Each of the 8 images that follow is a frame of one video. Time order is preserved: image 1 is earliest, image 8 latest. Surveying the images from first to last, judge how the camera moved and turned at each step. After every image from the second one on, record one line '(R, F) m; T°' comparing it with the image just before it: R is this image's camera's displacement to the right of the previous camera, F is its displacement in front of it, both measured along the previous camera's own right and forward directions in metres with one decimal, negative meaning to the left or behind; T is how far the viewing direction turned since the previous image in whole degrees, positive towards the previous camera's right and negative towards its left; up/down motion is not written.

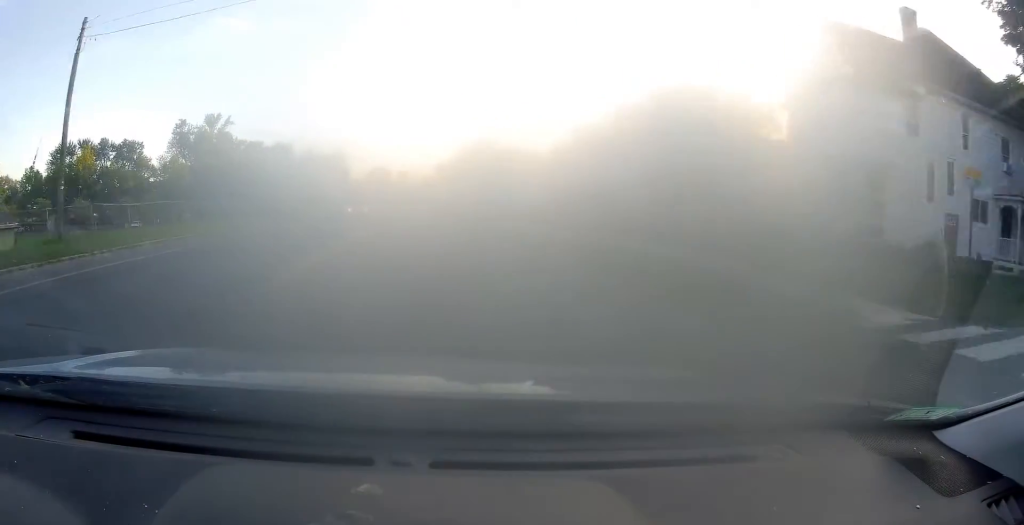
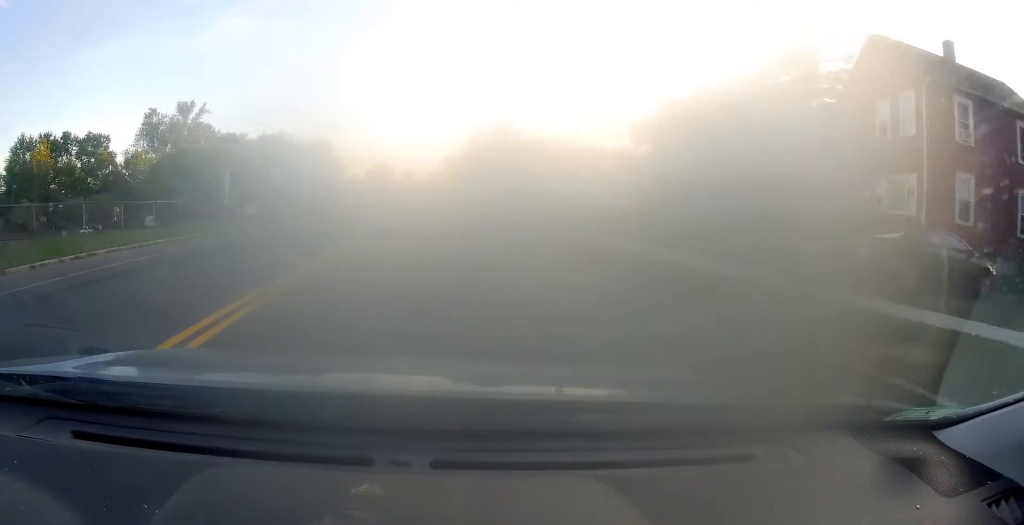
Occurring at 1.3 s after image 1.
(0.0, +23.1) m; -1°
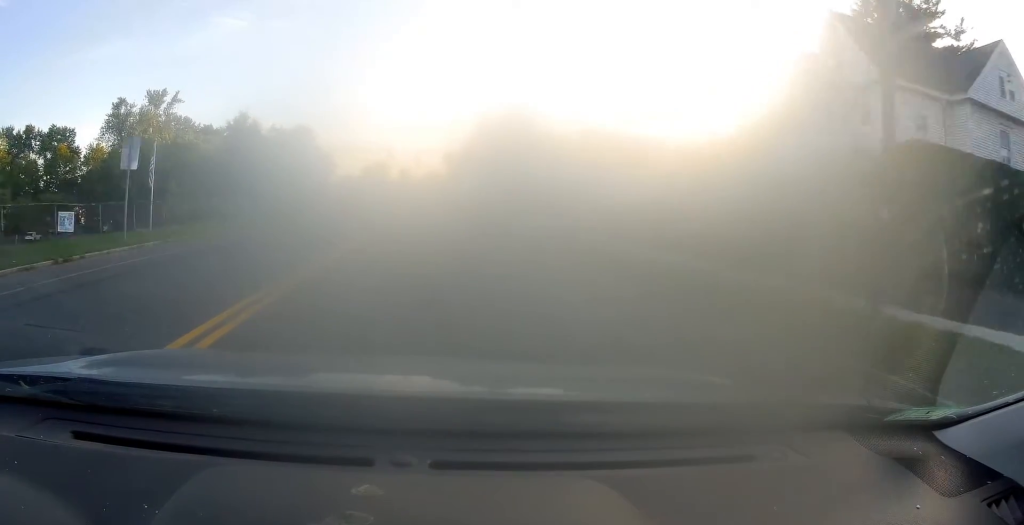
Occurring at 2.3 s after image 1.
(-0.2, +17.2) m; 0°
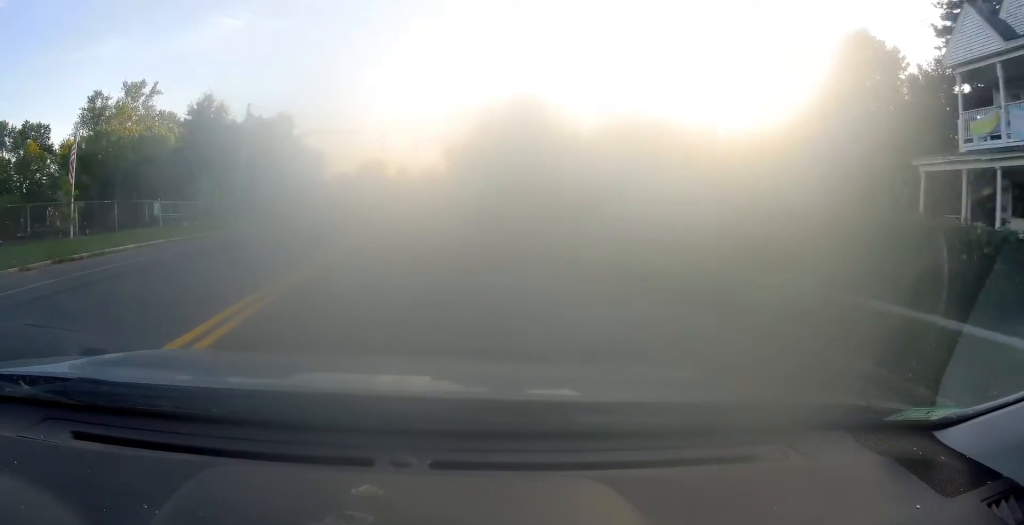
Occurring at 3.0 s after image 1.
(0.0, +10.8) m; 0°
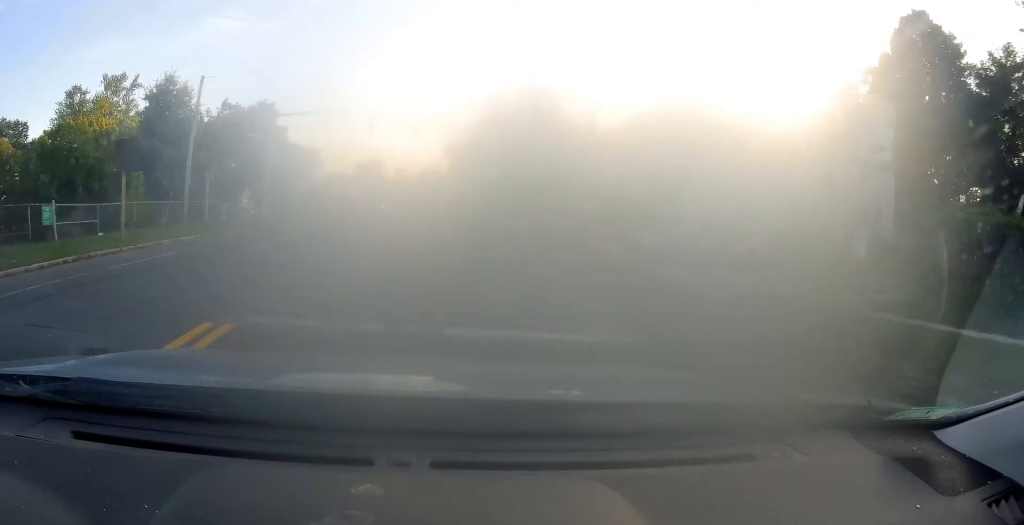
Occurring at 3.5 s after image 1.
(+0.1, +9.0) m; 0°
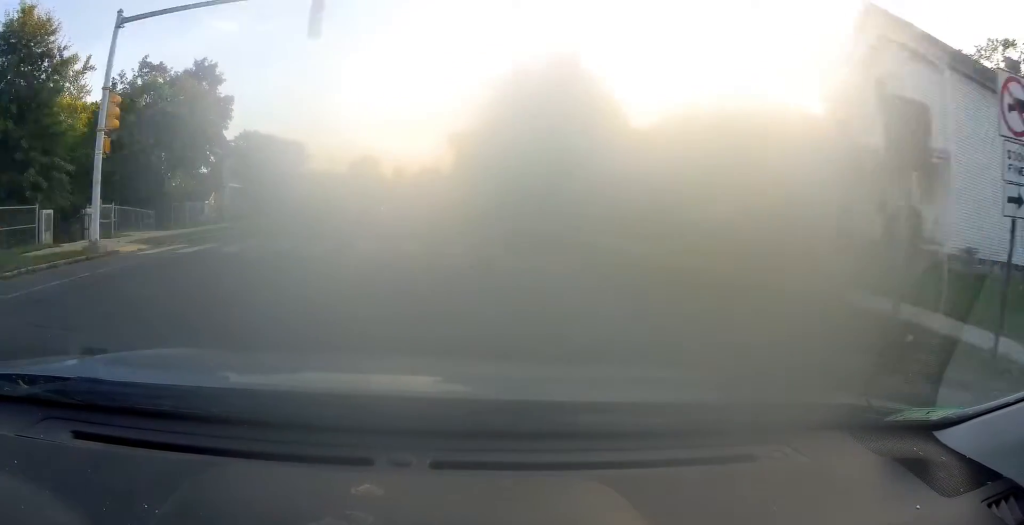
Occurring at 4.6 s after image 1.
(+0.1, +19.4) m; +1°
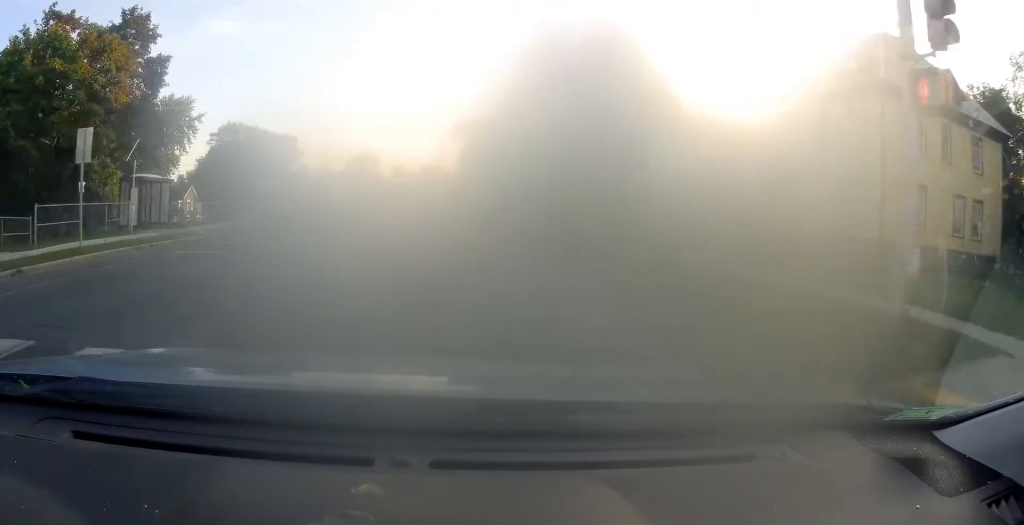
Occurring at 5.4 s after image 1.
(+0.3, +13.2) m; -1°
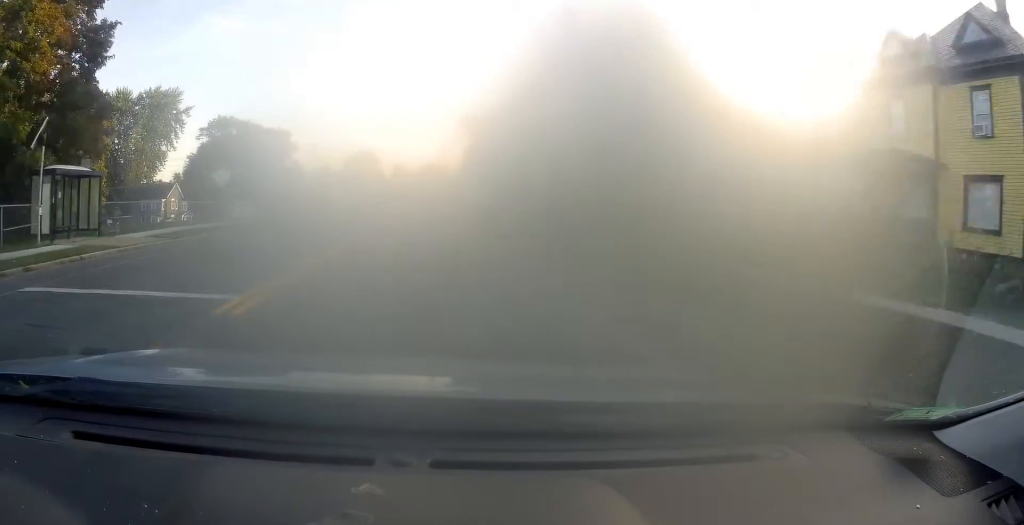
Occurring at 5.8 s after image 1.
(-0.1, +6.9) m; -1°
